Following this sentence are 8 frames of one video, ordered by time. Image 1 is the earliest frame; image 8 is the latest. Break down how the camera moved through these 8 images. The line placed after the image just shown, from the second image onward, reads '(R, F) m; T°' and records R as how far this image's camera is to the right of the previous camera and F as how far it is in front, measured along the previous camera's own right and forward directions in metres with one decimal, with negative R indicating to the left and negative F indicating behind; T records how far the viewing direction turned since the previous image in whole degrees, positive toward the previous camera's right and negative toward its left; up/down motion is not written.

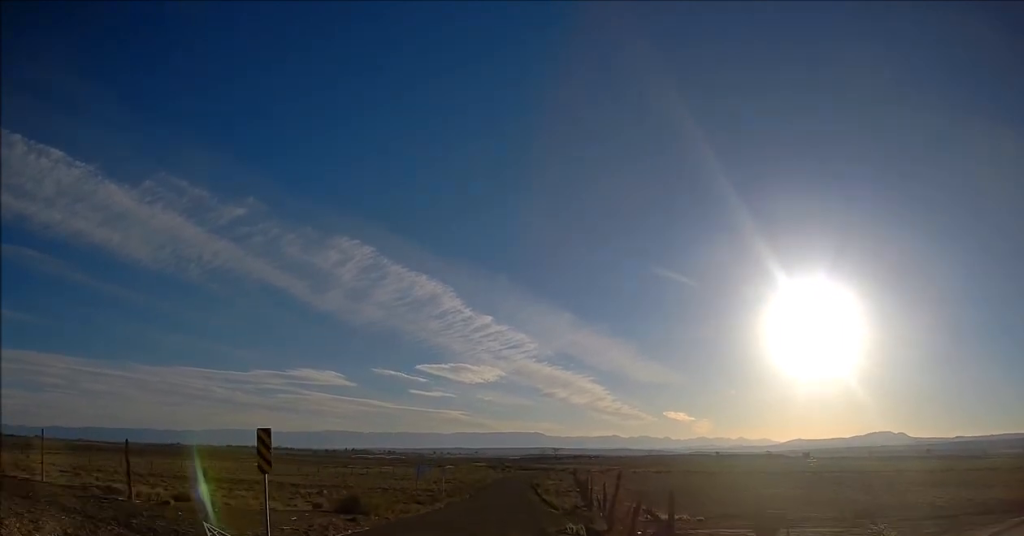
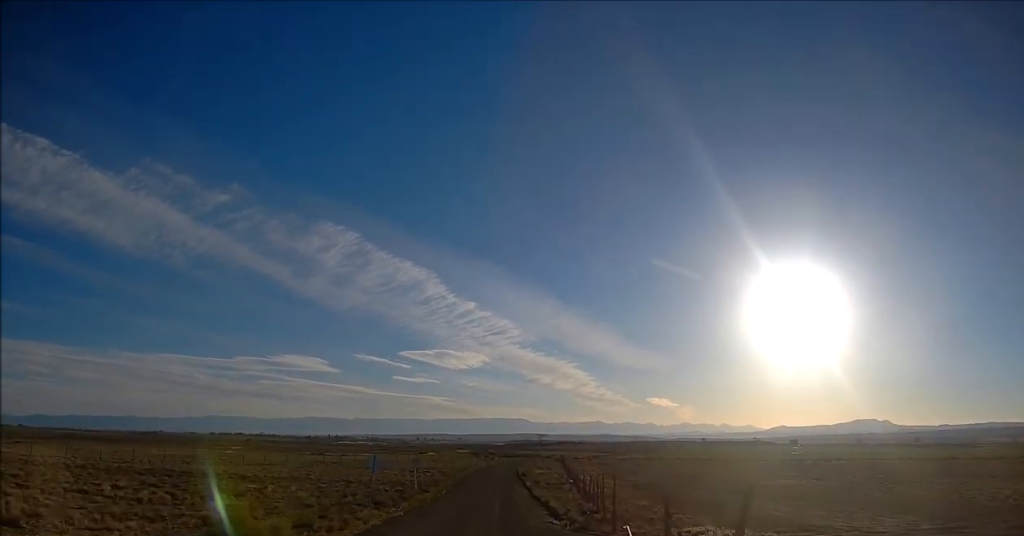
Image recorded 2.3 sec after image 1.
(+0.4, +10.1) m; +4°
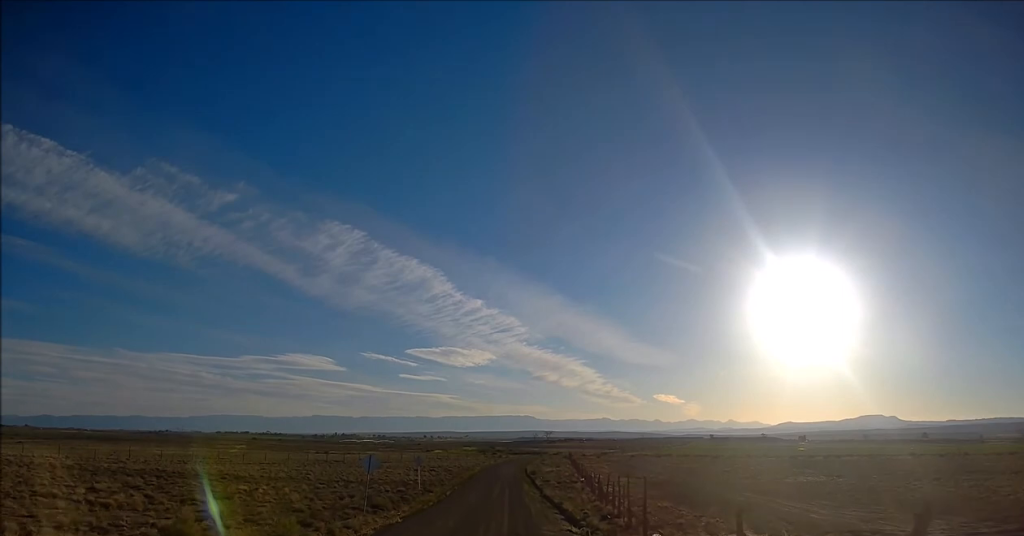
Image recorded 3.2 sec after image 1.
(0.0, +3.4) m; -3°
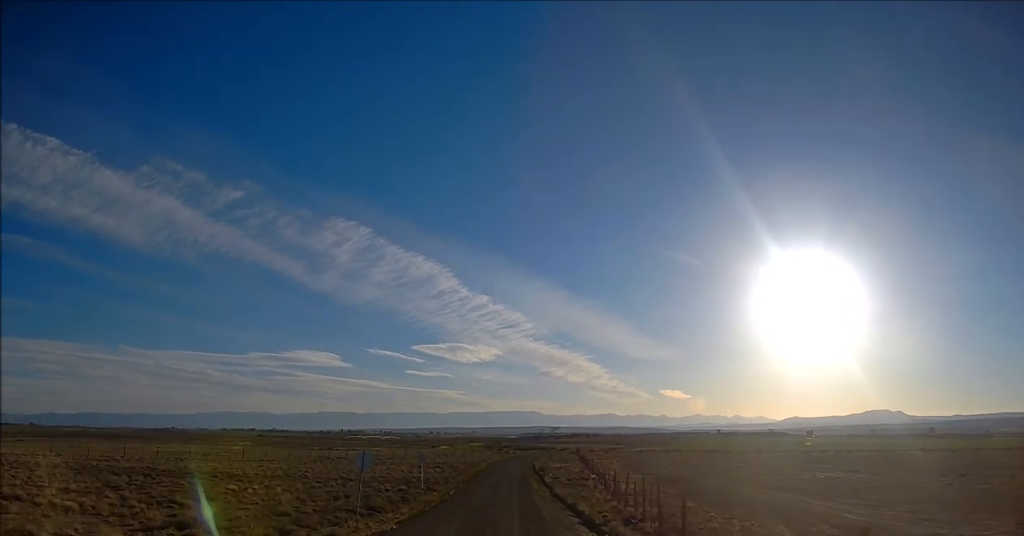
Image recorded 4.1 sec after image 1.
(-0.1, +3.4) m; -3°
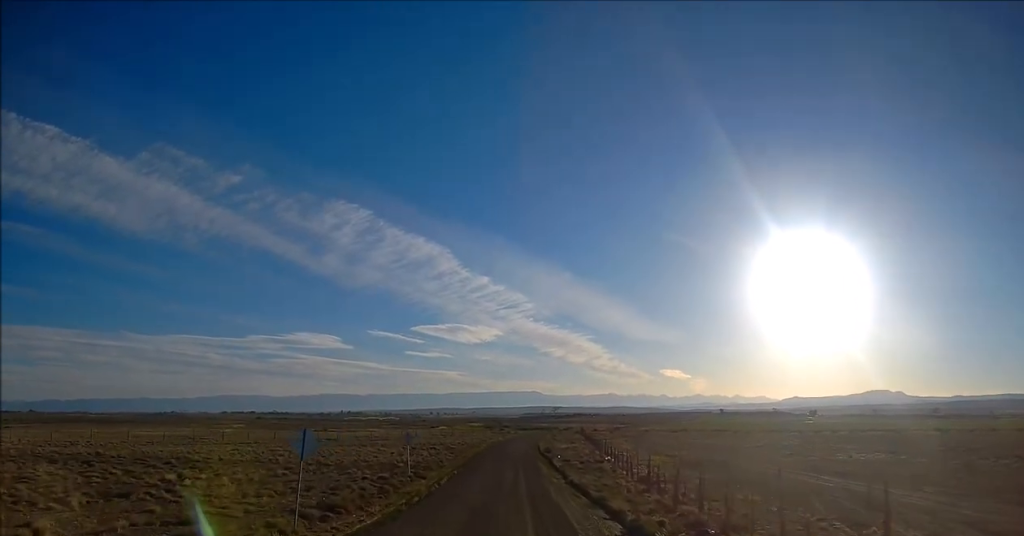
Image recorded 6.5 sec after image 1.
(0.0, +9.8) m; +2°
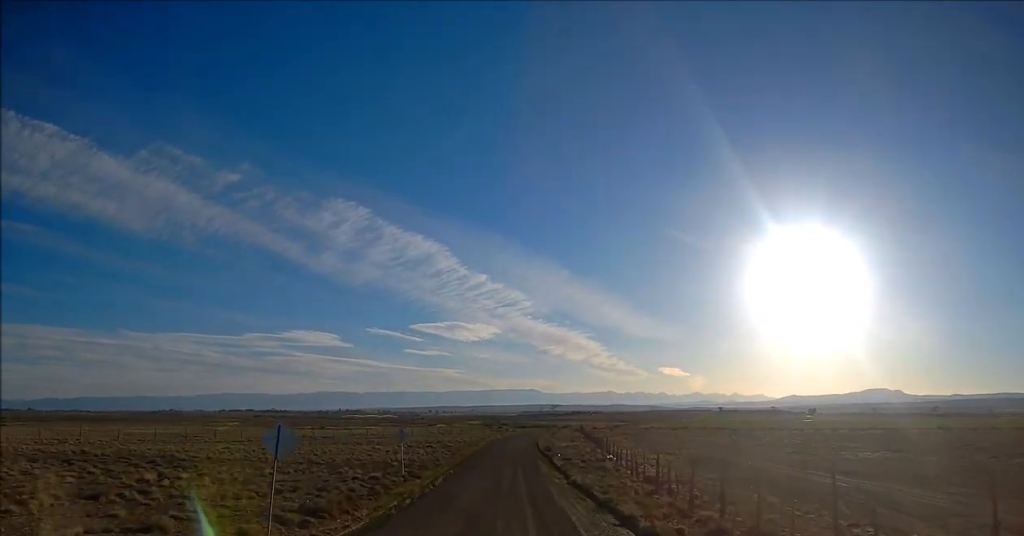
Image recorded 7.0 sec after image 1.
(+0.2, +2.3) m; 0°
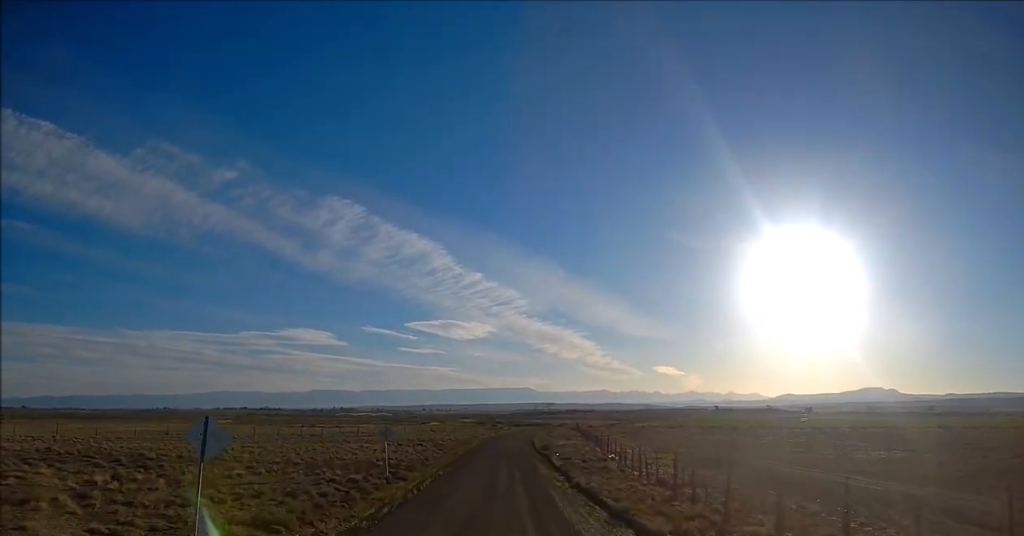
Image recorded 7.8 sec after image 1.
(-0.1, +4.4) m; -2°
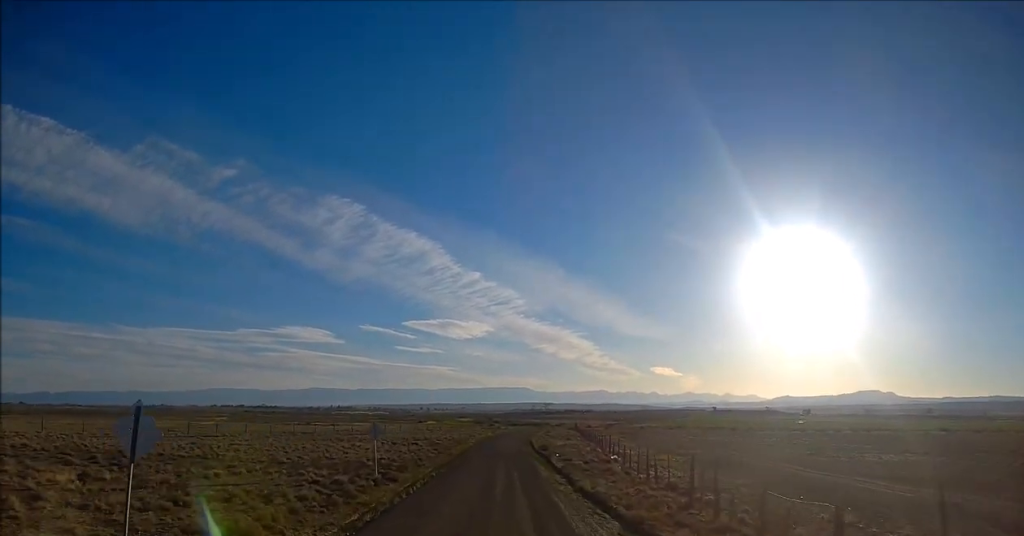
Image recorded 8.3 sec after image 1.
(-0.1, +2.6) m; -1°
